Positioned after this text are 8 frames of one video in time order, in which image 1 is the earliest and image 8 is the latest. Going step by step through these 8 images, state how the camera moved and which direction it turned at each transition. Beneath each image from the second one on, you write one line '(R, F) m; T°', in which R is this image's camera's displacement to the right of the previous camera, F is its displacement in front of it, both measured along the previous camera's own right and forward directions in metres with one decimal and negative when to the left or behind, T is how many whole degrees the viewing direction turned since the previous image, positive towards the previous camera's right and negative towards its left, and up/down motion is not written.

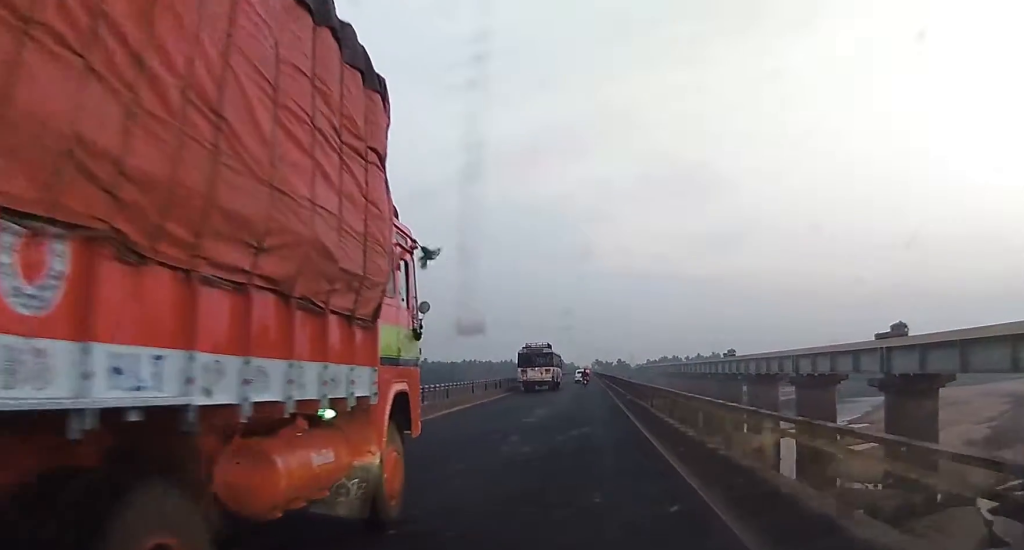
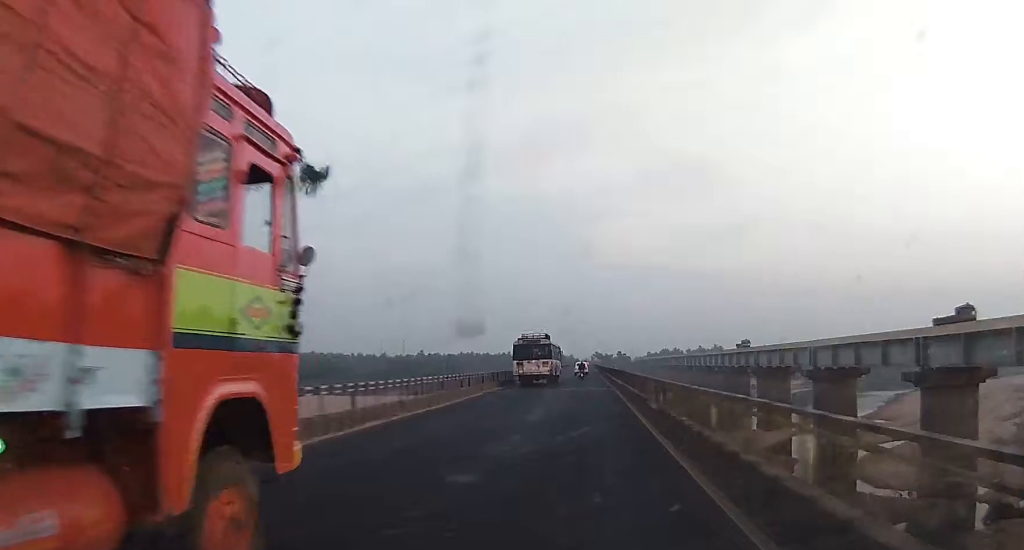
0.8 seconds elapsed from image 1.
(-0.1, +11.9) m; 0°
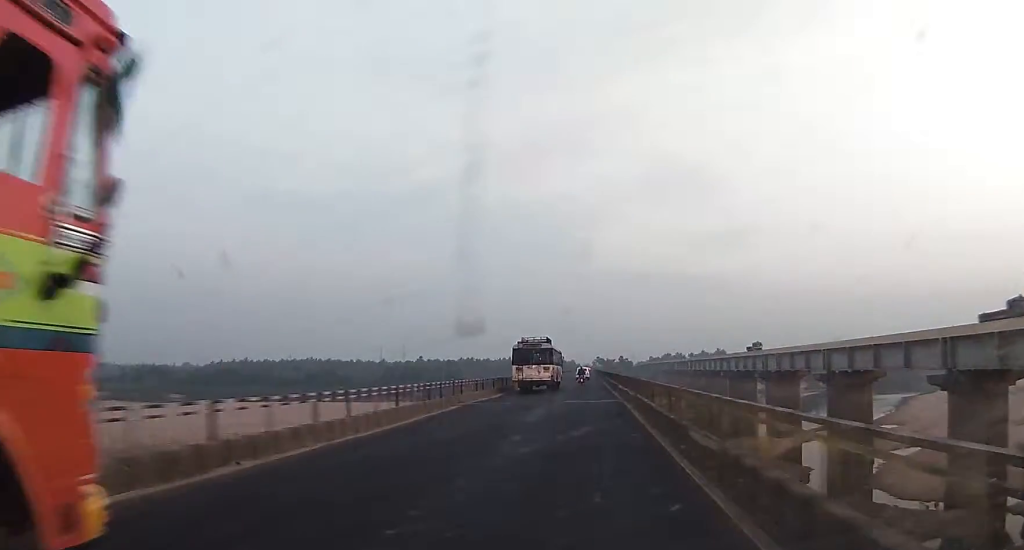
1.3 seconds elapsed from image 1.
(0.0, +7.0) m; 0°
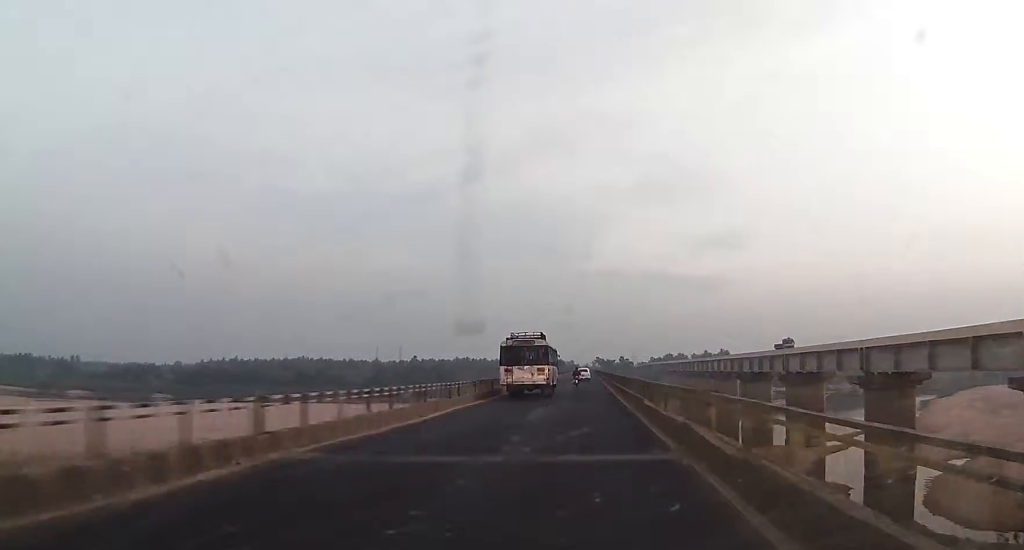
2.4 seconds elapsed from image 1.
(+0.2, +17.9) m; +1°
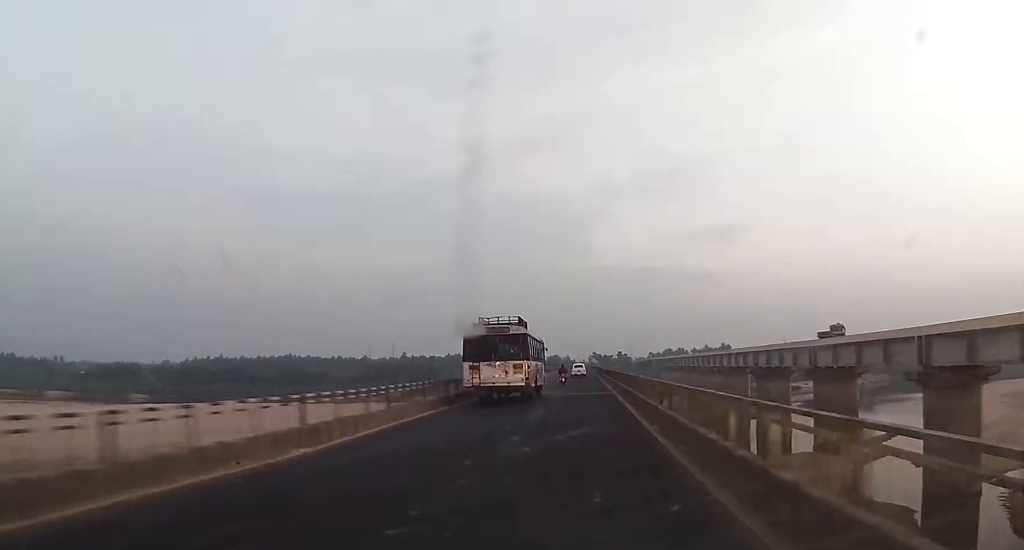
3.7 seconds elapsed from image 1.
(-0.1, +21.3) m; -1°
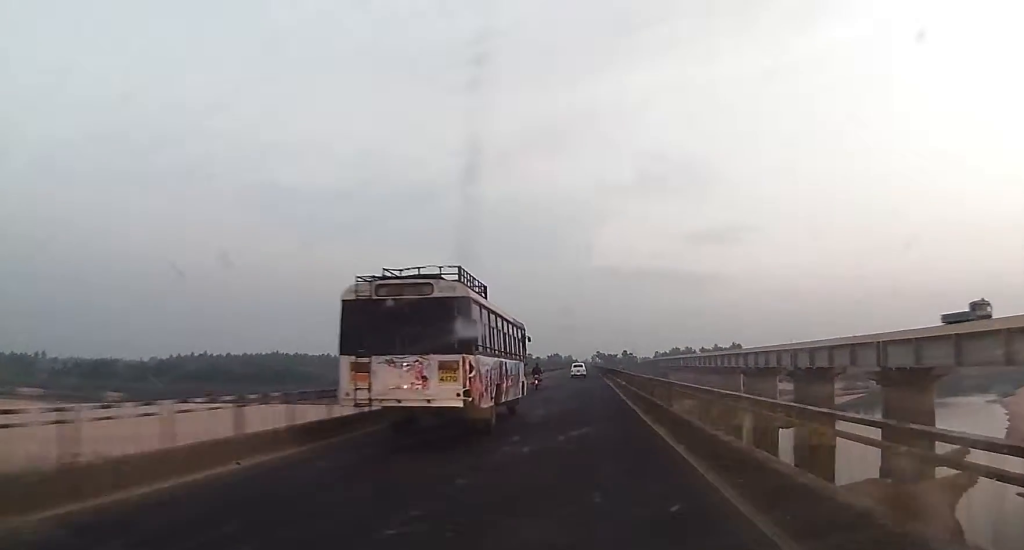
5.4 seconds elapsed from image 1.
(-0.1, +32.2) m; +1°
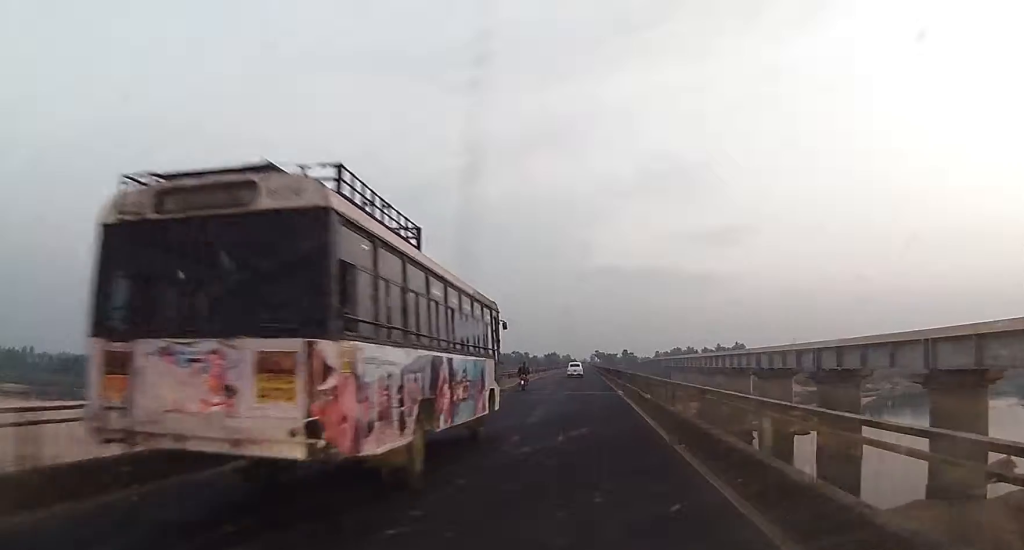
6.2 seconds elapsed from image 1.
(+0.2, +17.0) m; 0°
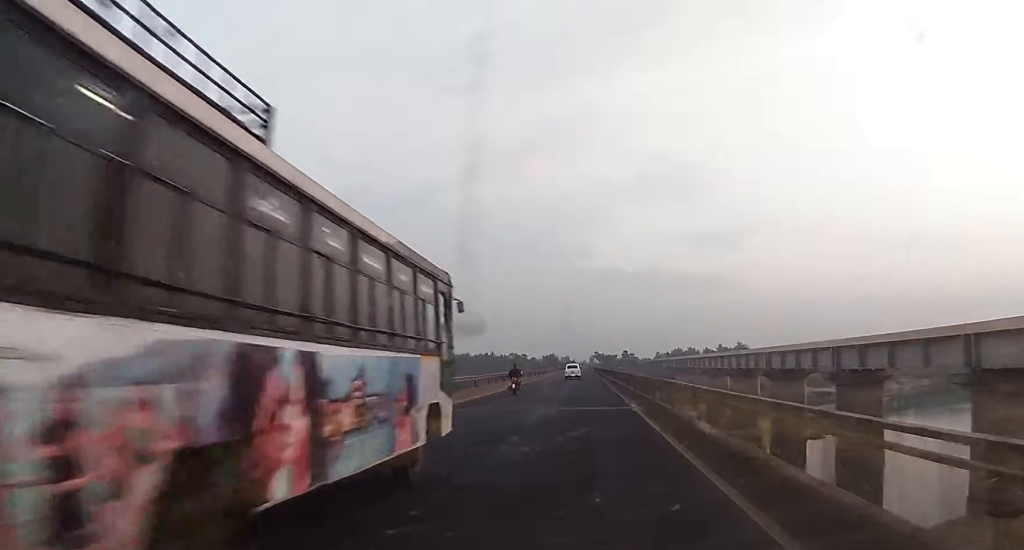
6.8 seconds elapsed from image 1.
(+0.1, +11.1) m; -1°
